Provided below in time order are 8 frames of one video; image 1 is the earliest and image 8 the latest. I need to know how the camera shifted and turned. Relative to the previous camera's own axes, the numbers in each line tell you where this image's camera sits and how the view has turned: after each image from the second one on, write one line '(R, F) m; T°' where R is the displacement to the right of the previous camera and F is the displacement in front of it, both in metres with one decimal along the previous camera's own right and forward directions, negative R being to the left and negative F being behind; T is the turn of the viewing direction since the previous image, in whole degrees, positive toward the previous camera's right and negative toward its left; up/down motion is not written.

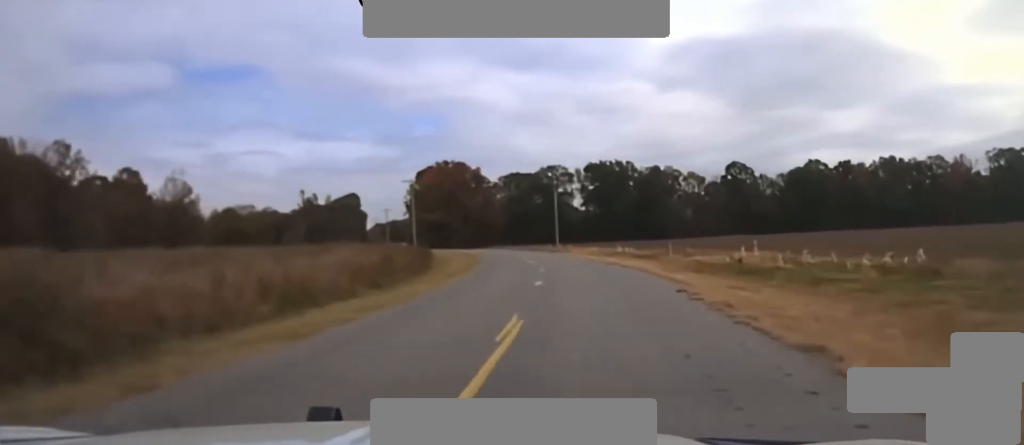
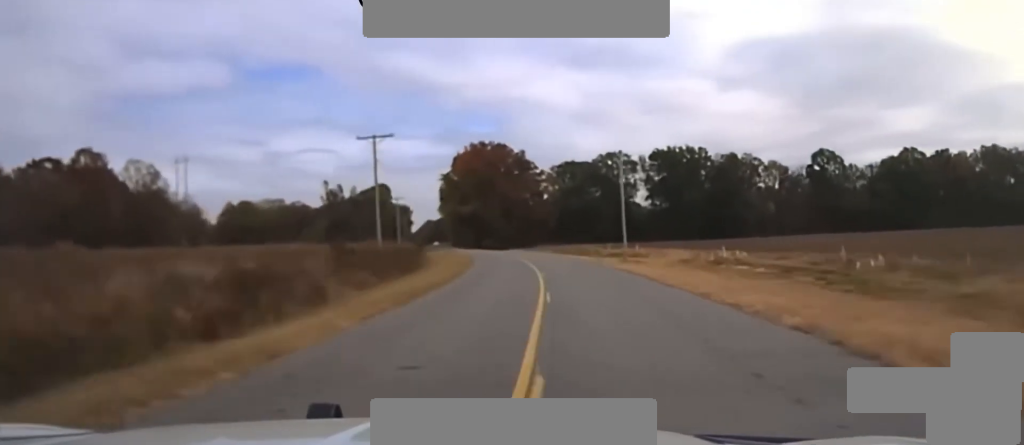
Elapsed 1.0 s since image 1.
(-1.5, +48.0) m; -5°
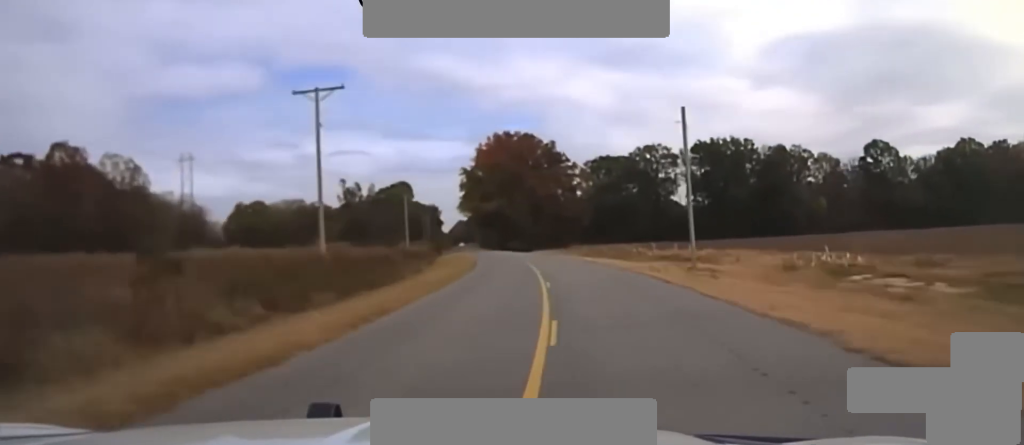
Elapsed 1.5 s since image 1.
(-0.4, +21.1) m; -3°
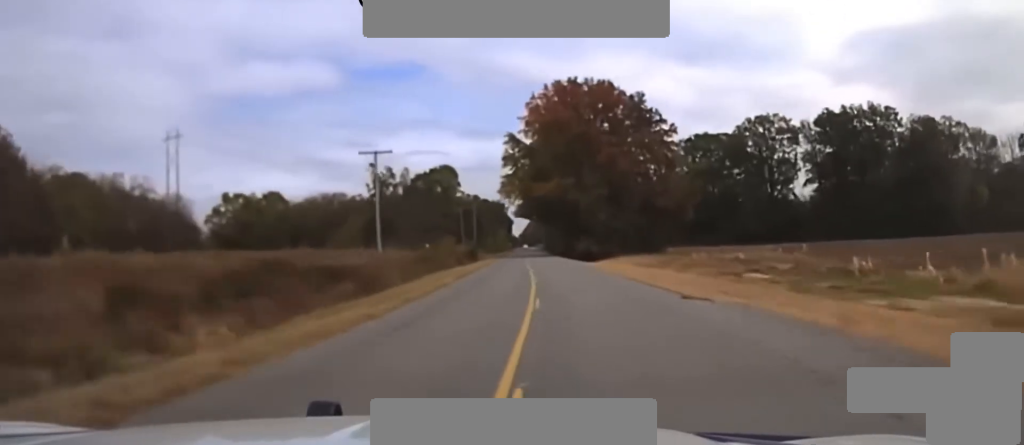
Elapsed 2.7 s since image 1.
(-2.9, +56.7) m; -3°
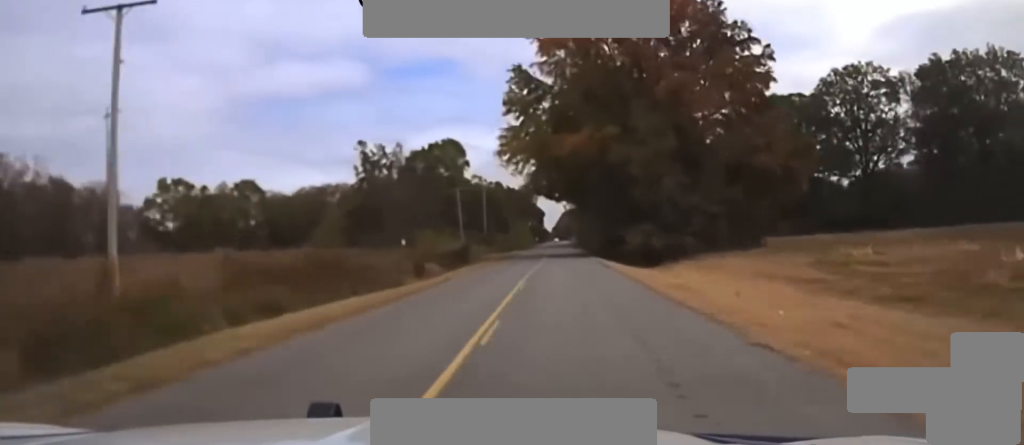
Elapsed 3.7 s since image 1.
(0.0, +41.7) m; 0°
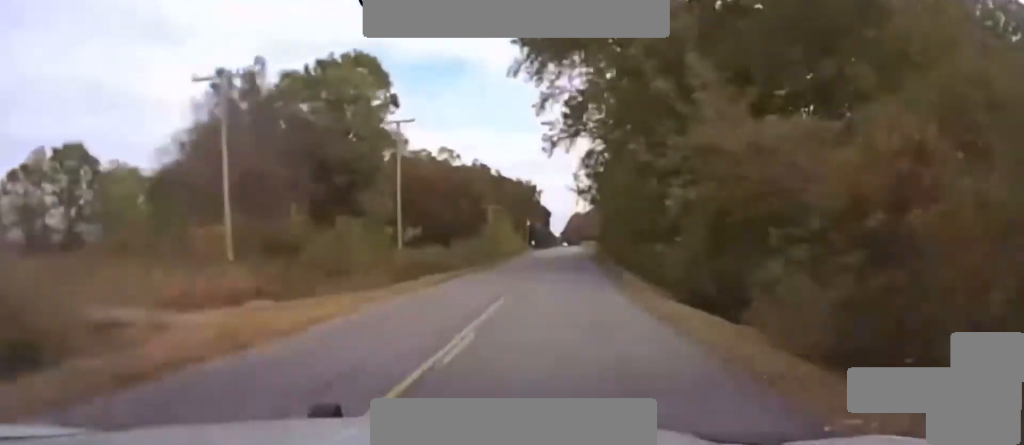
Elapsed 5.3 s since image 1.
(0.0, +75.2) m; 0°
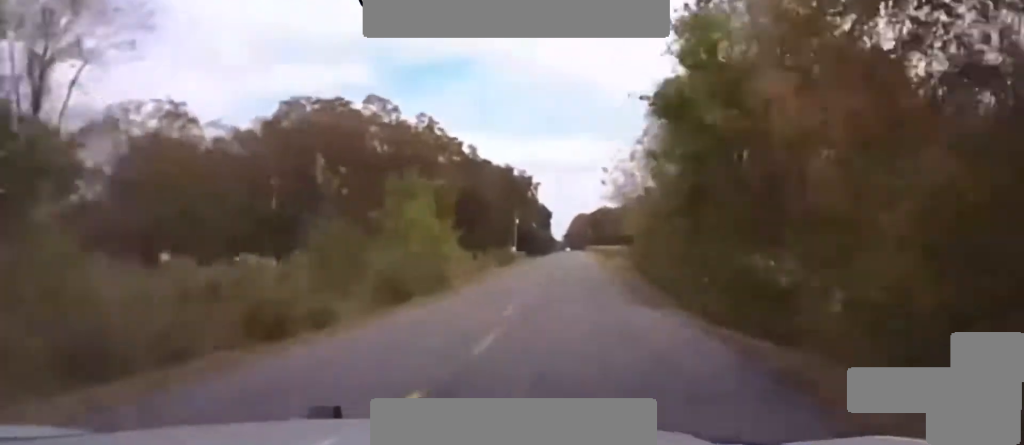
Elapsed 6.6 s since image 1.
(0.0, +60.3) m; 0°
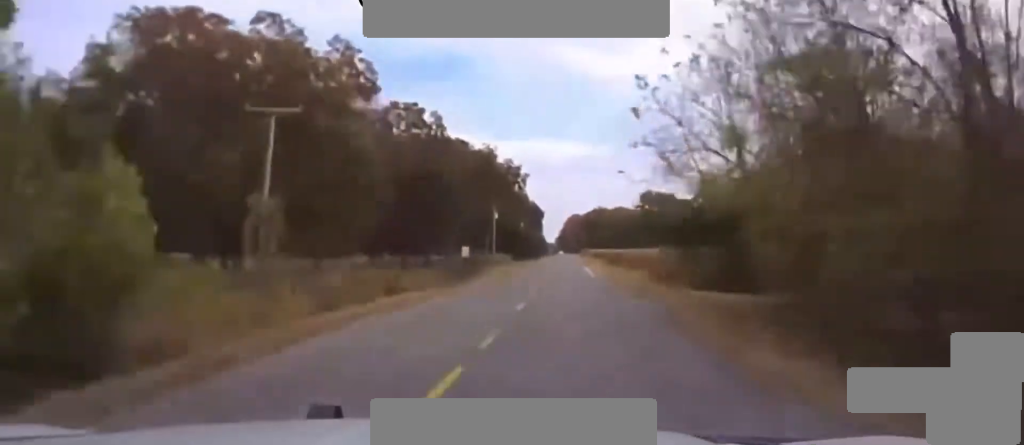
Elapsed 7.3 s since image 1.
(0.0, +35.0) m; 0°
